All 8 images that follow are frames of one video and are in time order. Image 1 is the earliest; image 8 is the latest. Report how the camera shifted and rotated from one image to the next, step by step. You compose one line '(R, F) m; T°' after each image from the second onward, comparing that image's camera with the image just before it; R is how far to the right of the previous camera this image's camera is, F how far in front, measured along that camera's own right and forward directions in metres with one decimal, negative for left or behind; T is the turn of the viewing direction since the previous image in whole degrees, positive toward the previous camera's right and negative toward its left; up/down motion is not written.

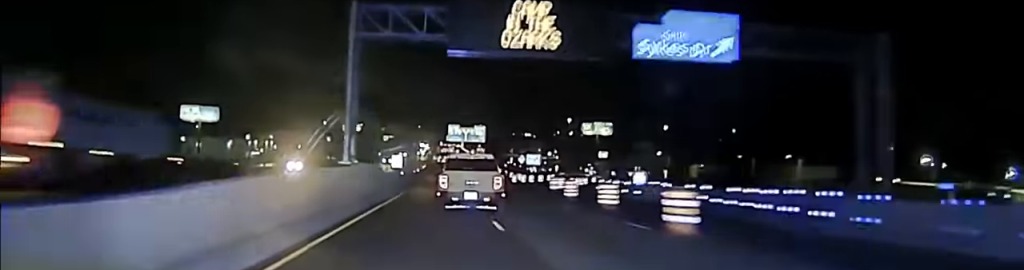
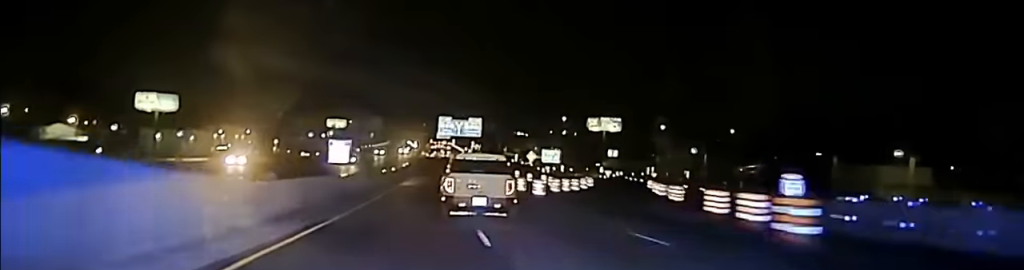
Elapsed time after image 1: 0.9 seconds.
(0.0, +37.8) m; 0°
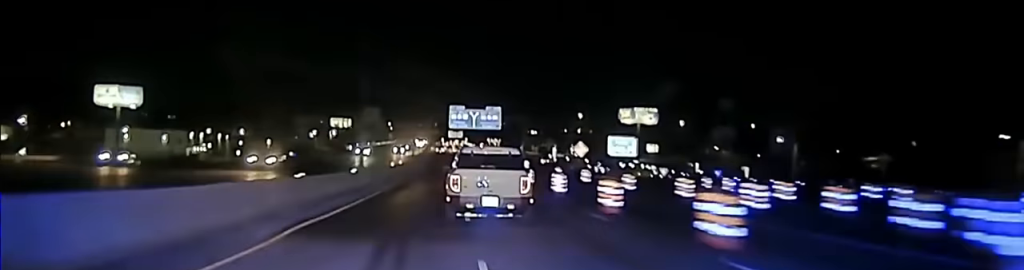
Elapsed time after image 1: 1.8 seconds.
(0.0, +40.8) m; 0°
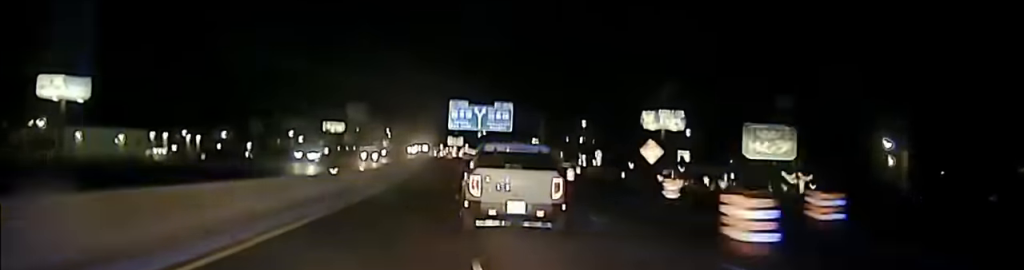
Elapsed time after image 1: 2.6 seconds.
(0.0, +36.1) m; 0°
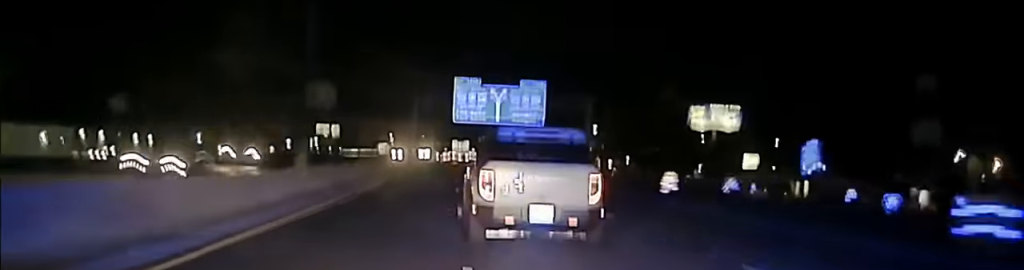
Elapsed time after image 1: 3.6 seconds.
(0.0, +54.2) m; 0°
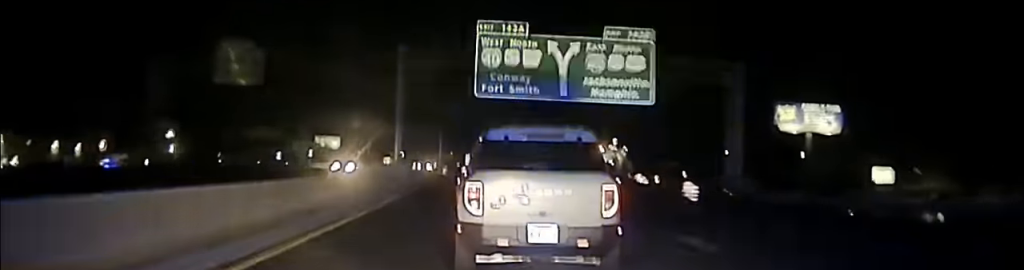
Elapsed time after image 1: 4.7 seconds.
(-0.2, +55.5) m; -1°
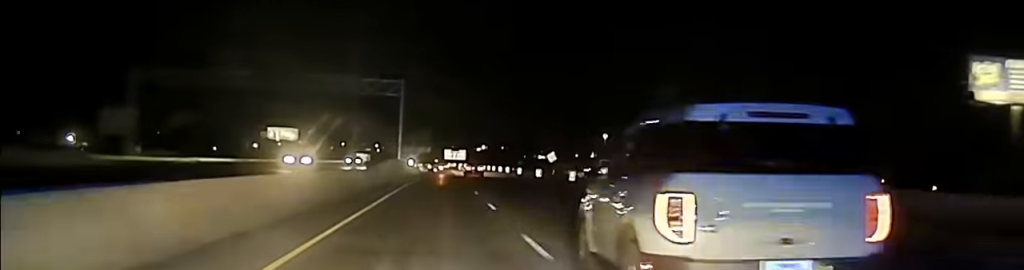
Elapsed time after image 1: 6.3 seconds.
(-0.4, +77.4) m; +1°
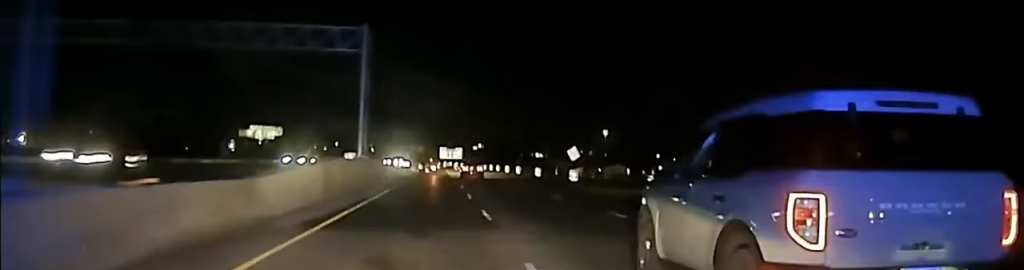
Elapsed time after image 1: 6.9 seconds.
(+0.5, +28.4) m; +1°
